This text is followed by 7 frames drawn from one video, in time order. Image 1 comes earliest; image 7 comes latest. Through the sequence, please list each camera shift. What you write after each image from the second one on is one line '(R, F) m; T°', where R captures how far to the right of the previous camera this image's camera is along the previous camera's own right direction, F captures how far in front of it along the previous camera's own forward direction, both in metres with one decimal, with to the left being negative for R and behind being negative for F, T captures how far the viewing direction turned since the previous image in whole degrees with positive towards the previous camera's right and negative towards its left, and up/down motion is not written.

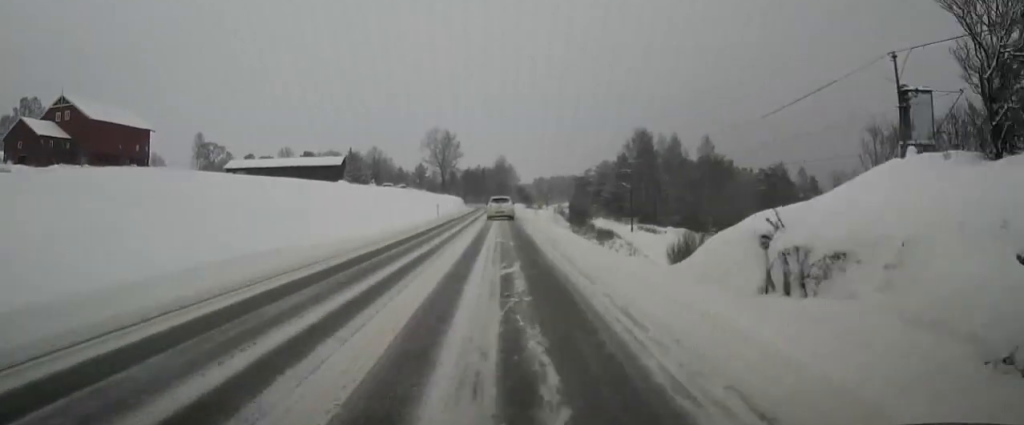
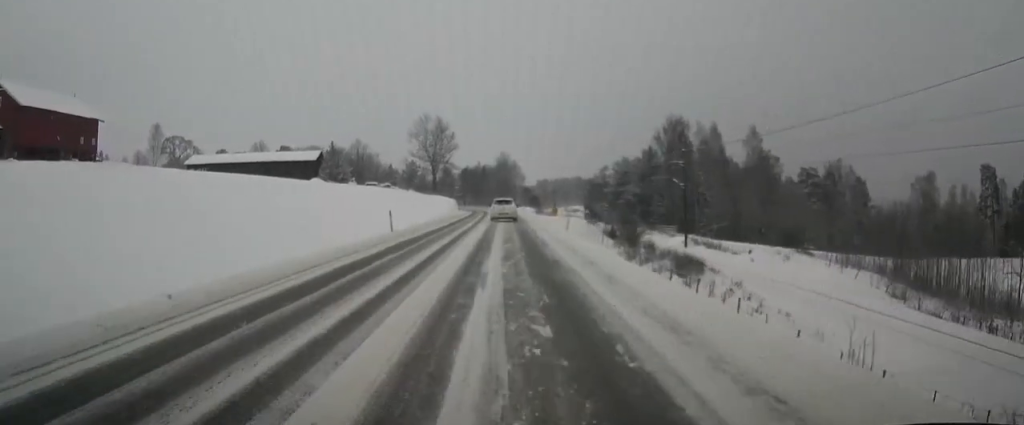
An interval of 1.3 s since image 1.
(-0.1, +21.4) m; 0°
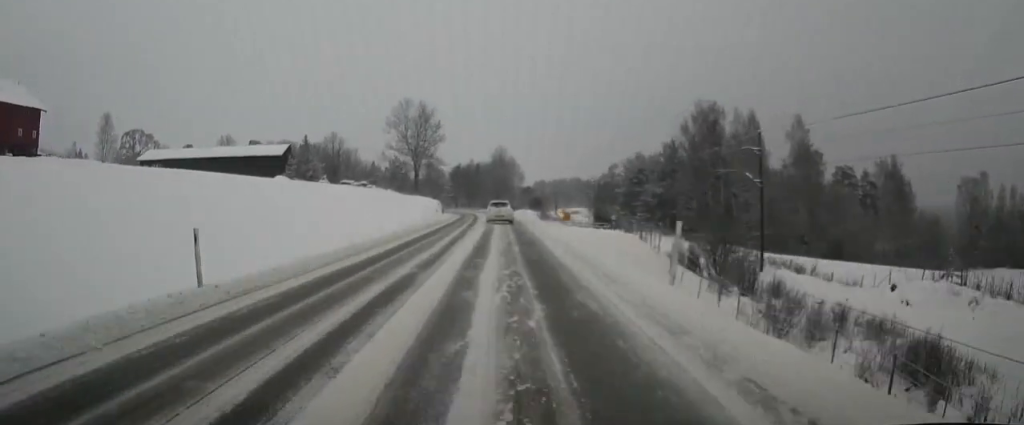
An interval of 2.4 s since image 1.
(0.0, +17.3) m; 0°
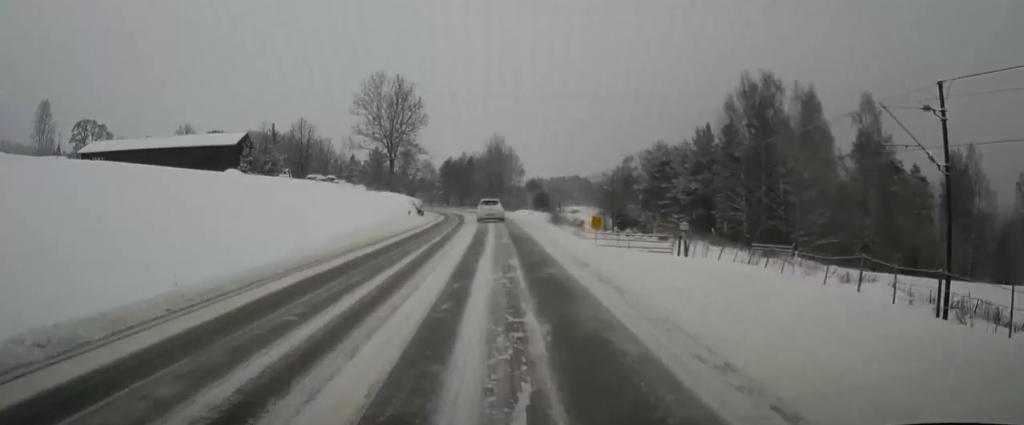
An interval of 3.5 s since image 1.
(+0.1, +17.9) m; 0°
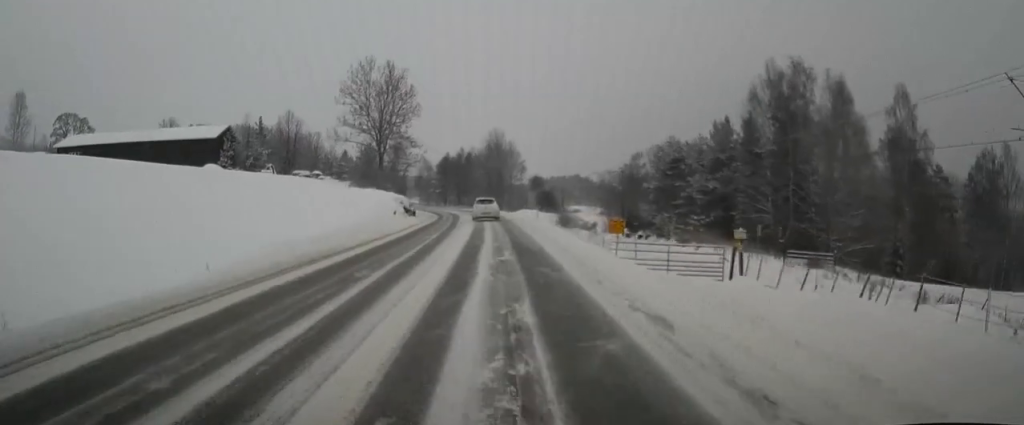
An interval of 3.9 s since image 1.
(0.0, +6.5) m; 0°
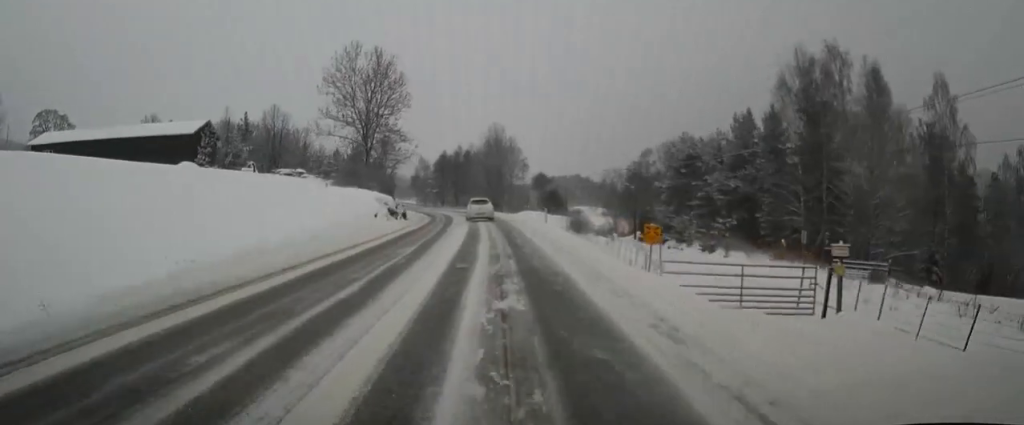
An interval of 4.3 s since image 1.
(0.0, +6.5) m; 0°
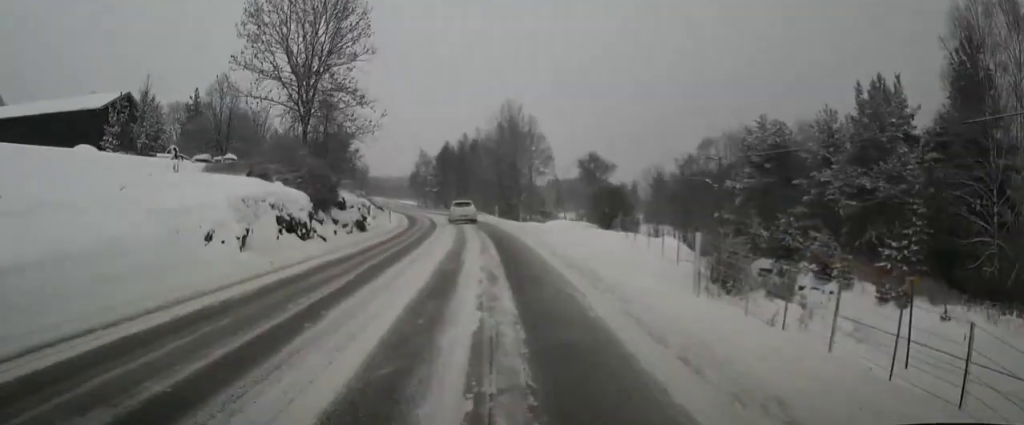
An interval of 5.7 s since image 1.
(-0.2, +22.6) m; -2°
